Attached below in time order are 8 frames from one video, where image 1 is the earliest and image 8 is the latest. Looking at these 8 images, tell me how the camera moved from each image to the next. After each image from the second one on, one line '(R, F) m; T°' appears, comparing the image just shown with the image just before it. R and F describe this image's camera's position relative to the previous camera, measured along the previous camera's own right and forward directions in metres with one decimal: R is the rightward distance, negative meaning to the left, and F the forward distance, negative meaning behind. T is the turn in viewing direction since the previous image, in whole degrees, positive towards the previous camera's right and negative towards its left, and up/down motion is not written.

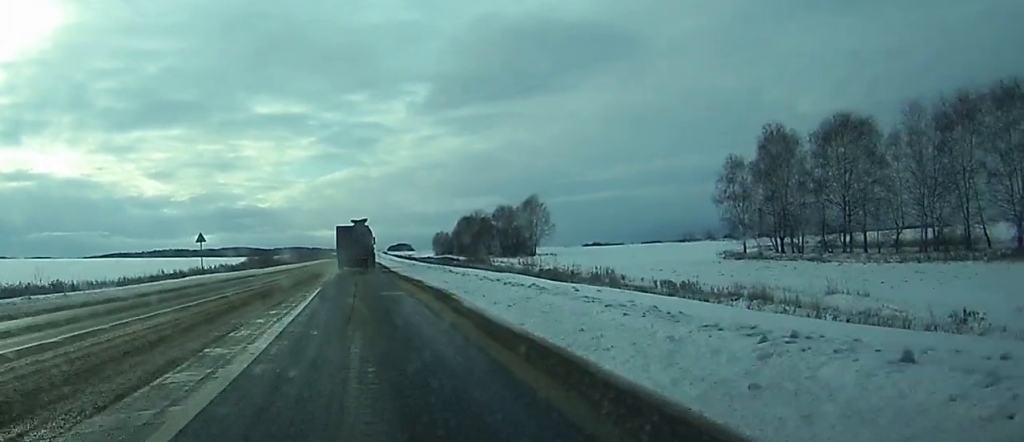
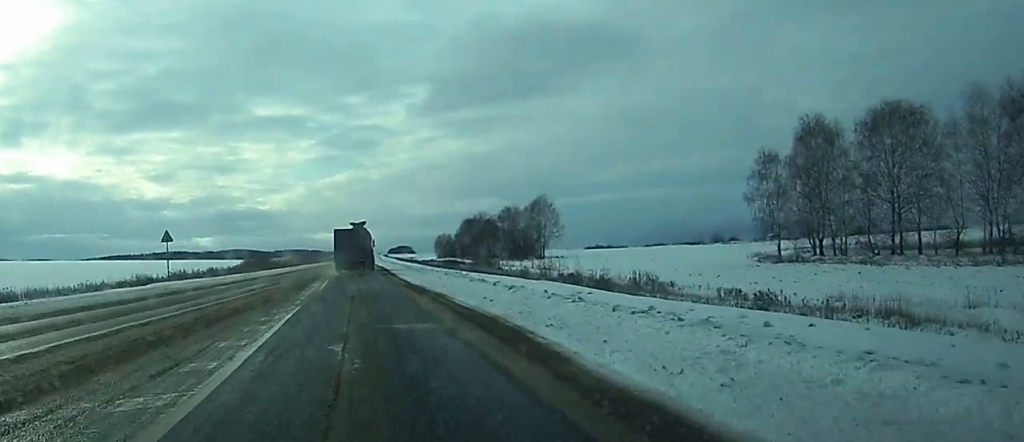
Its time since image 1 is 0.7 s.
(0.0, +11.3) m; 0°
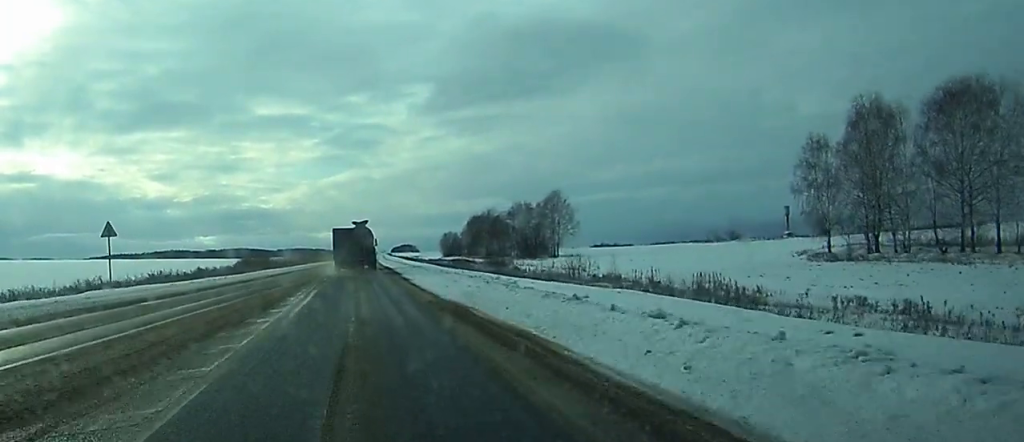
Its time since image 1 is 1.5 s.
(0.0, +13.0) m; 0°
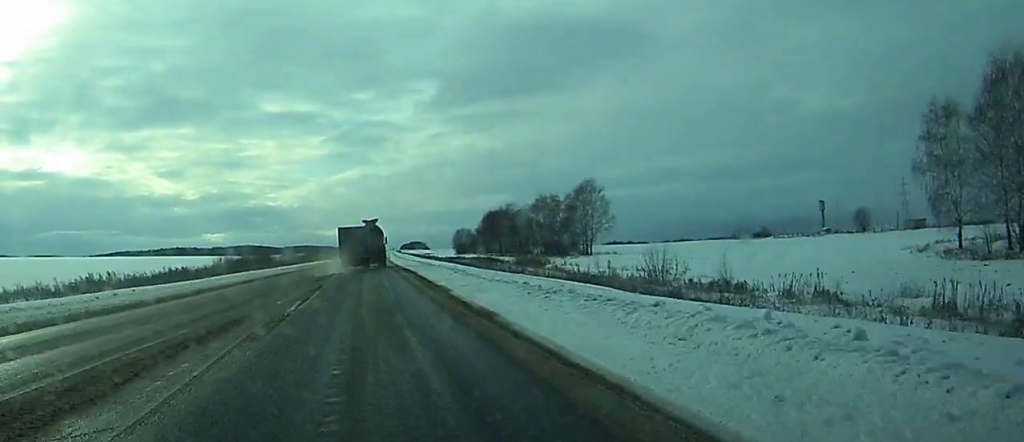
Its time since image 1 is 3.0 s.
(-0.1, +24.7) m; -1°
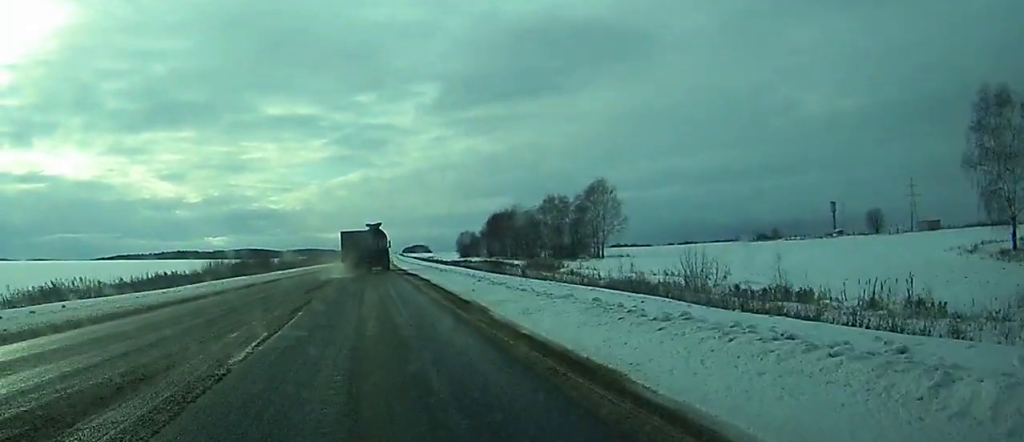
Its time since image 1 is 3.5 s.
(0.0, +8.0) m; 0°
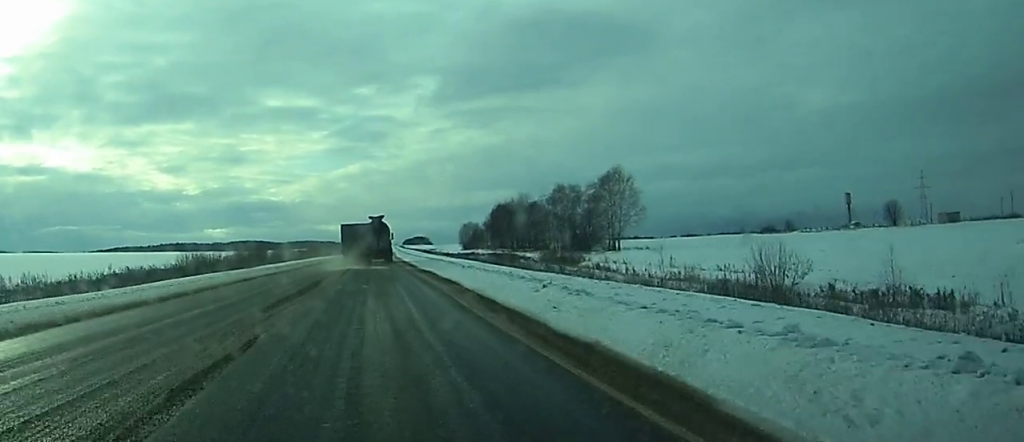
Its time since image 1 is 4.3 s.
(0.0, +12.2) m; 0°
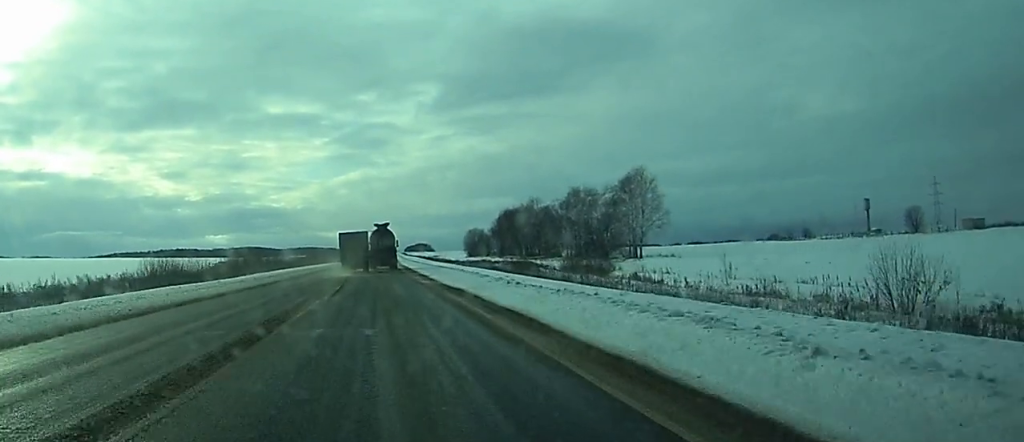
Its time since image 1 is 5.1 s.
(0.0, +13.2) m; 0°
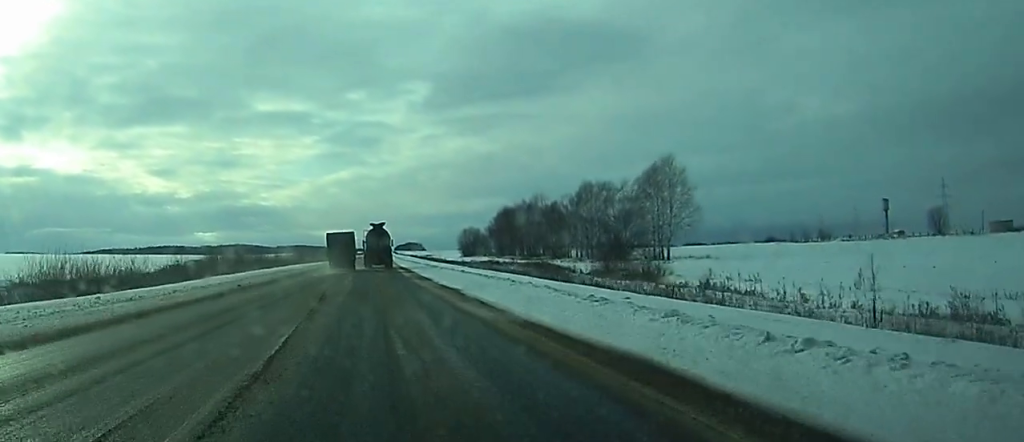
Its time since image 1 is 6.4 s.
(+0.1, +20.0) m; 0°
